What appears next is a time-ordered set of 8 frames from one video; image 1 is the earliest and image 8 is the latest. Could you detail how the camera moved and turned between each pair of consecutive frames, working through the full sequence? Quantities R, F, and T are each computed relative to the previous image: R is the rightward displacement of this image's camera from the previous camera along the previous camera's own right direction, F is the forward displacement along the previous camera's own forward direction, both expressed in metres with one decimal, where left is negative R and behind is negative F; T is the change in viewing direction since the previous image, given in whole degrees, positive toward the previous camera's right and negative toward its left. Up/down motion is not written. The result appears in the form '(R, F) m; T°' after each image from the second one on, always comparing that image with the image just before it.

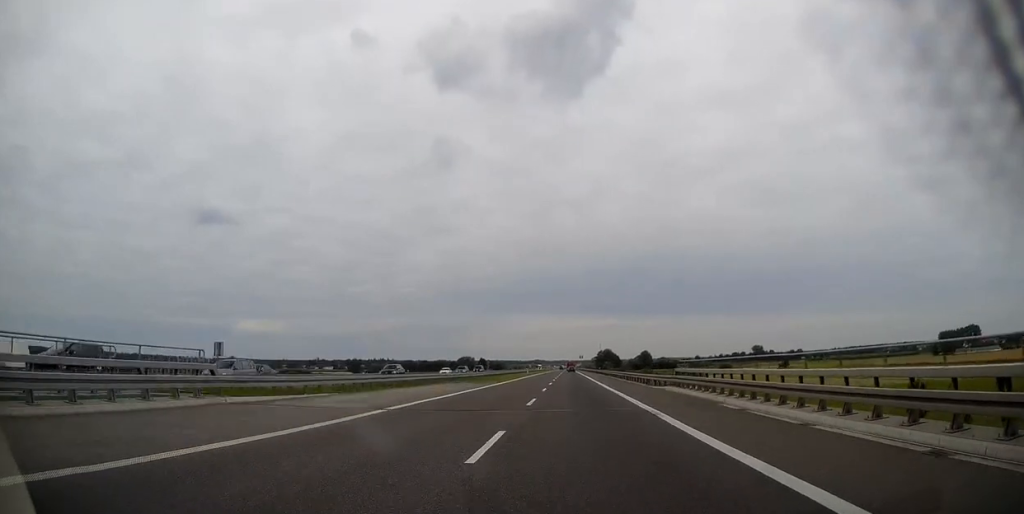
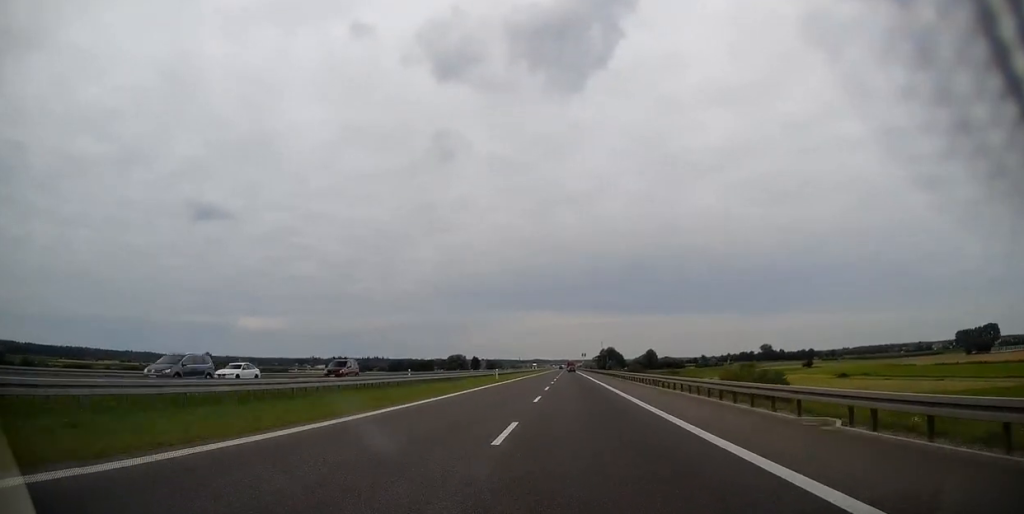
(-0.1, +46.3) m; 0°
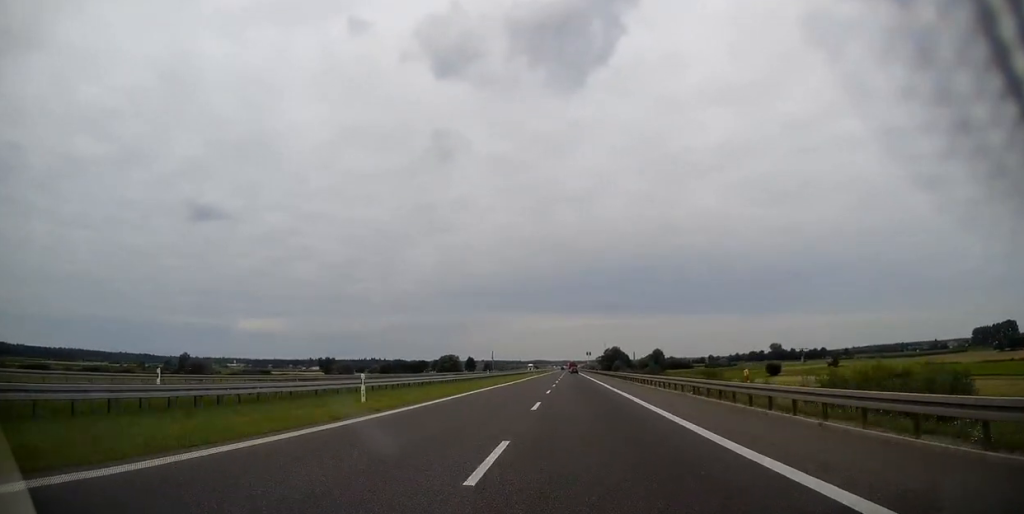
(0.0, +39.2) m; 0°
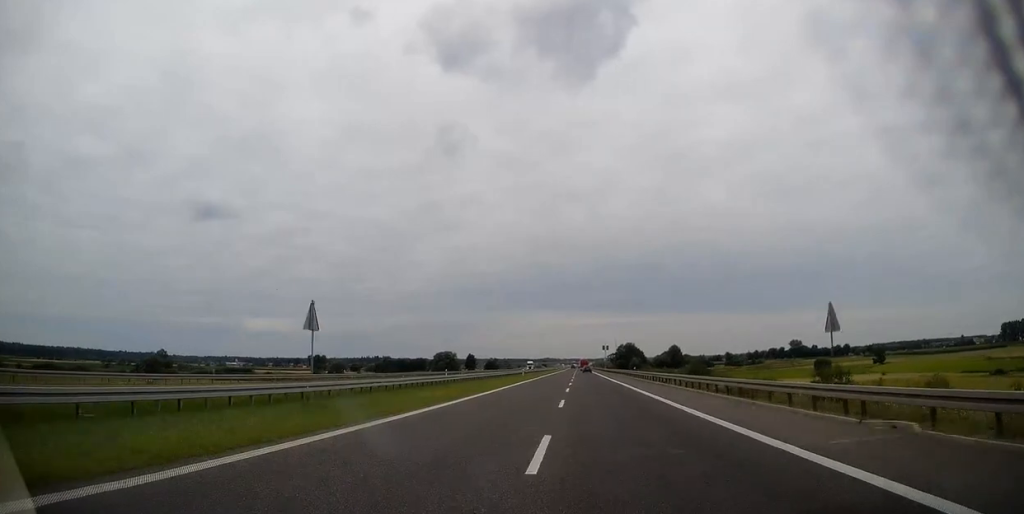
(-0.3, +47.3) m; 0°
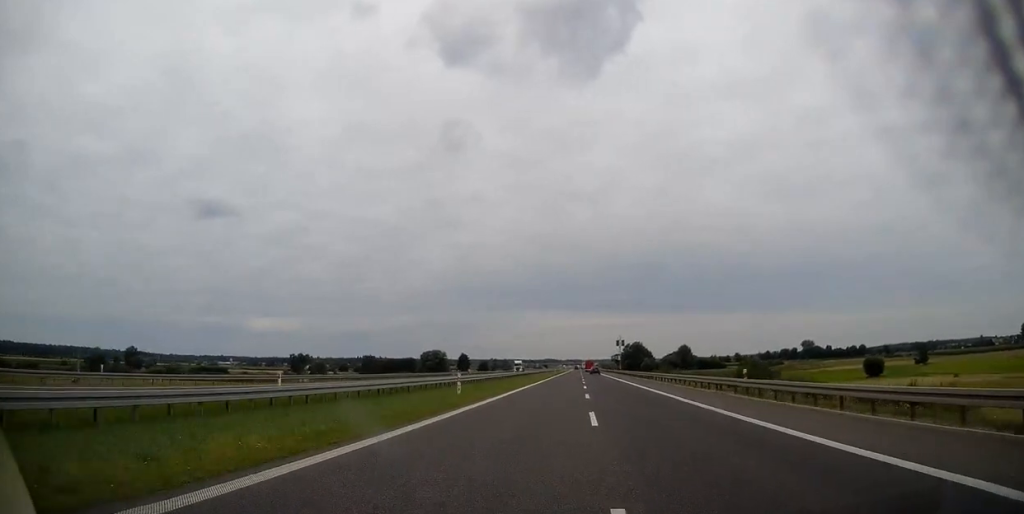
(+0.2, +41.8) m; 0°
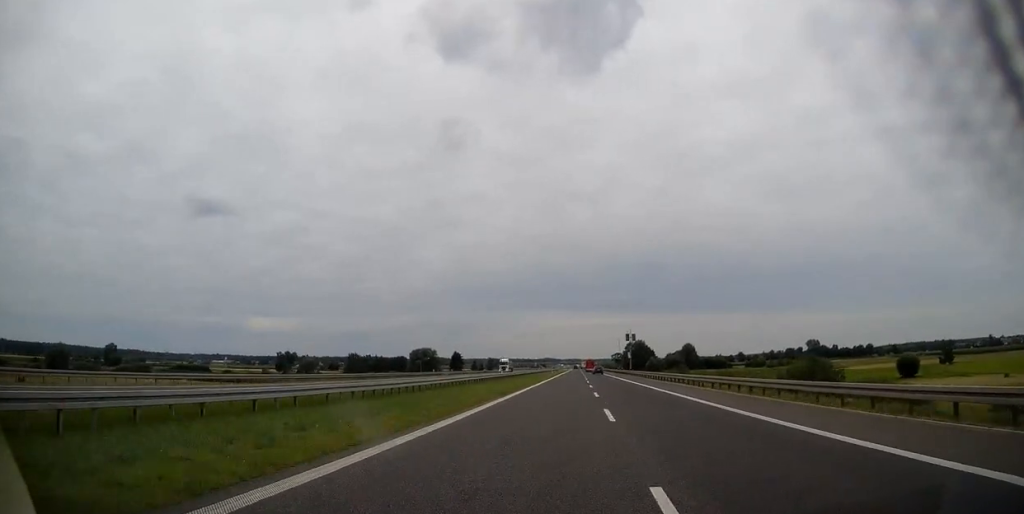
(-0.1, +23.3) m; 0°
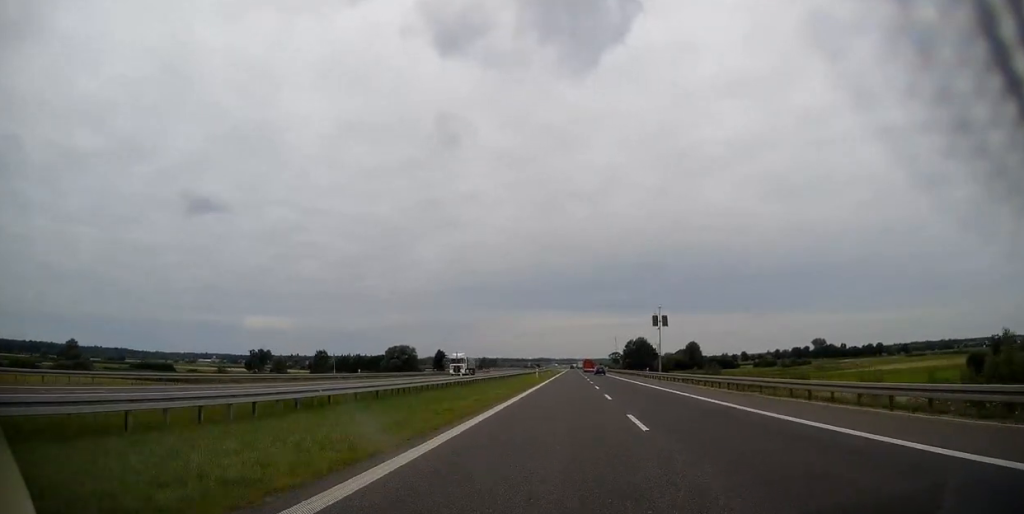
(+0.2, +38.5) m; +1°
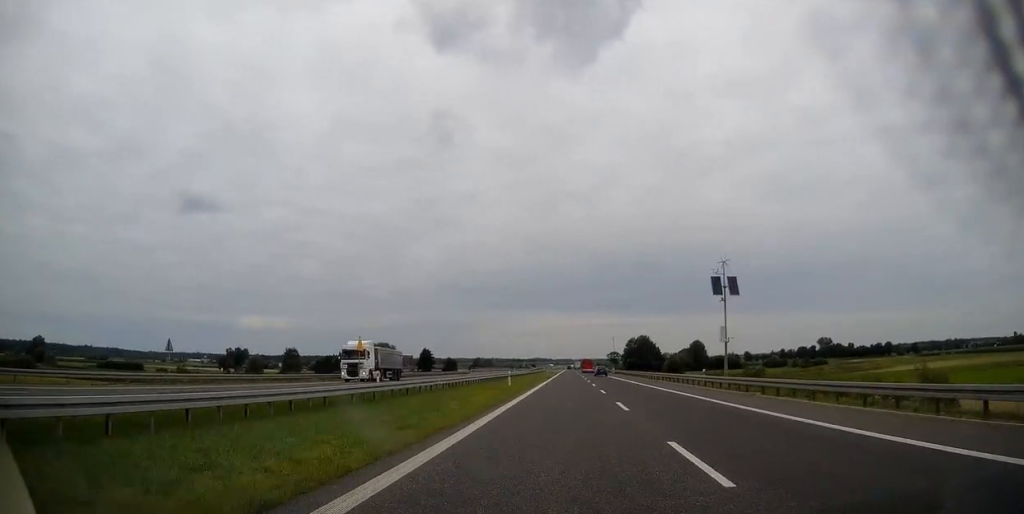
(+0.2, +30.4) m; 0°
